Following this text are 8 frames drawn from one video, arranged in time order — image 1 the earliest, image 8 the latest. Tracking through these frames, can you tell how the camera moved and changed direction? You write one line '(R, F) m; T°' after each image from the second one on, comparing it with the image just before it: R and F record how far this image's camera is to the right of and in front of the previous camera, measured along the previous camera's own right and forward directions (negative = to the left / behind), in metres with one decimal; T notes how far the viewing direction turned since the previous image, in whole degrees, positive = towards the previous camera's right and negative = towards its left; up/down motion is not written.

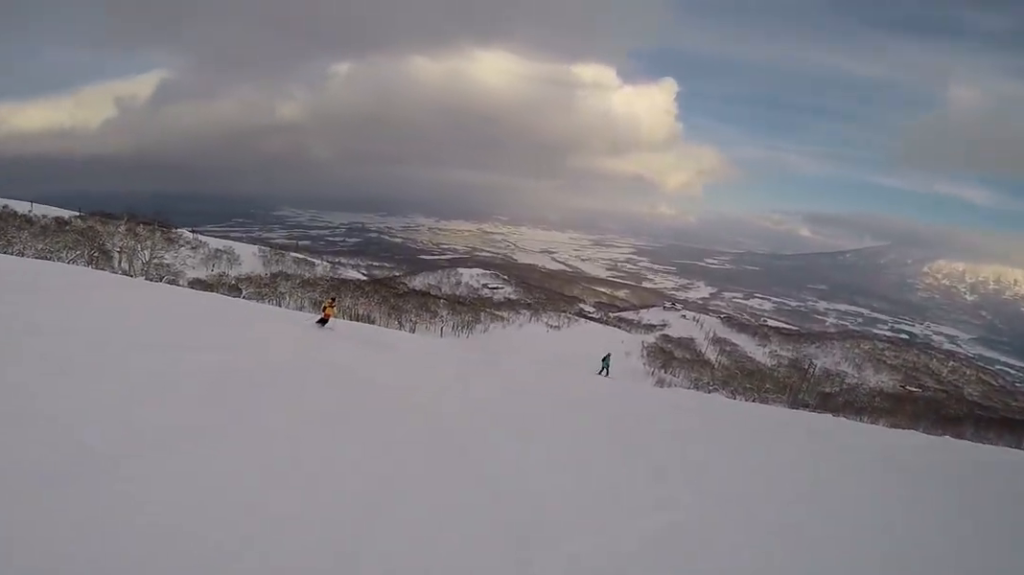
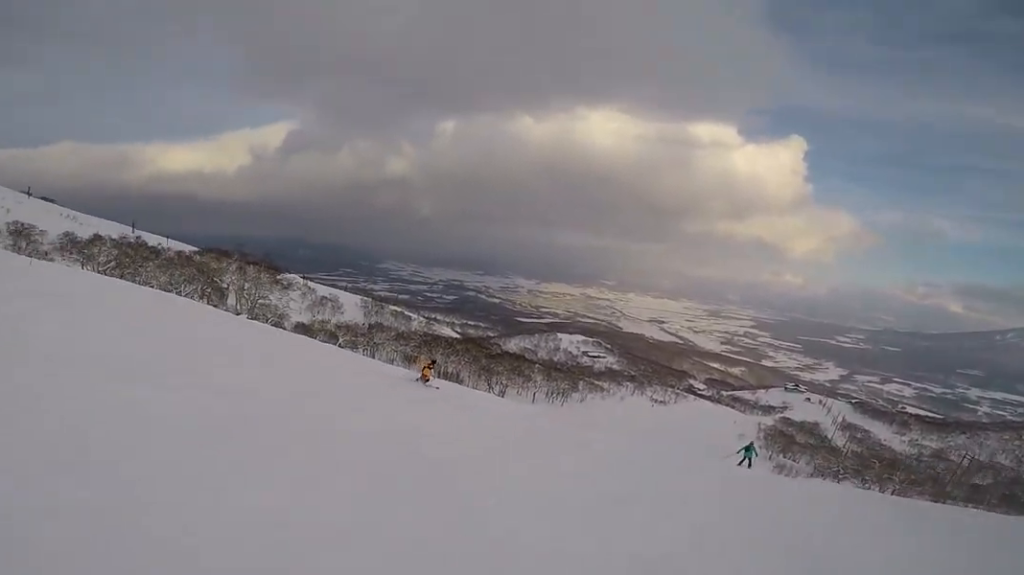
(-0.2, +2.3) m; -13°
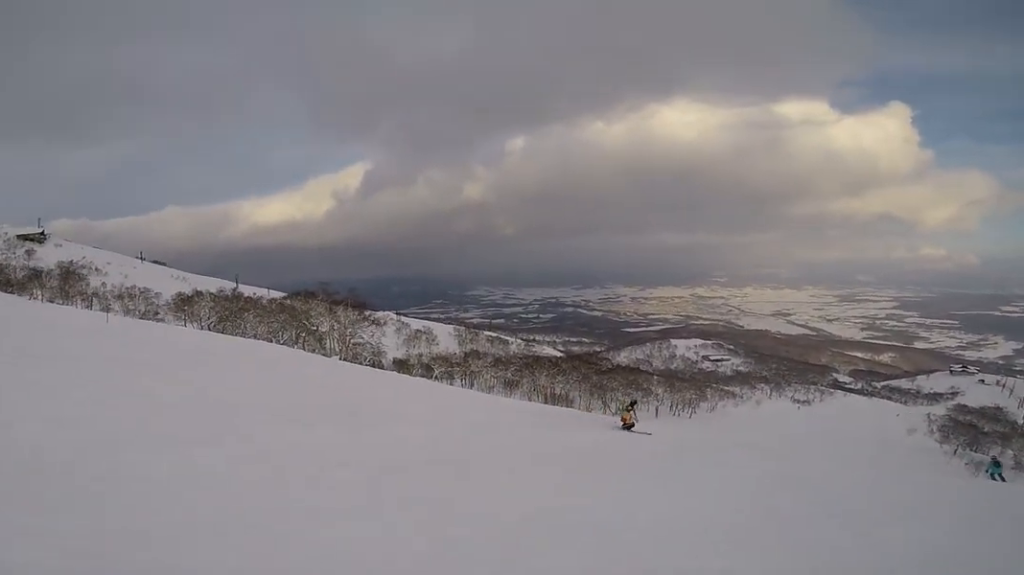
(-0.8, +4.1) m; -19°
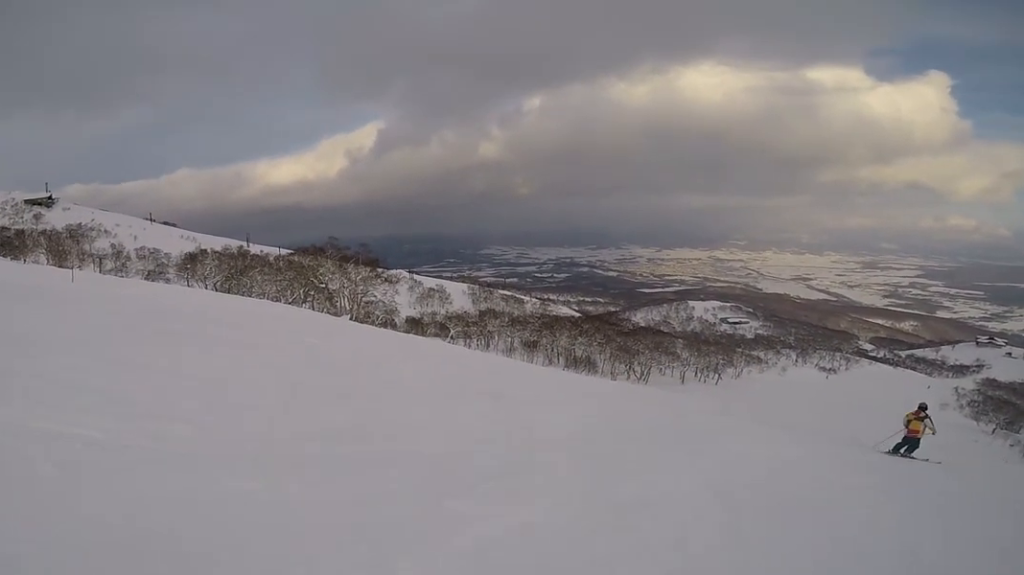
(-0.8, +5.1) m; 0°
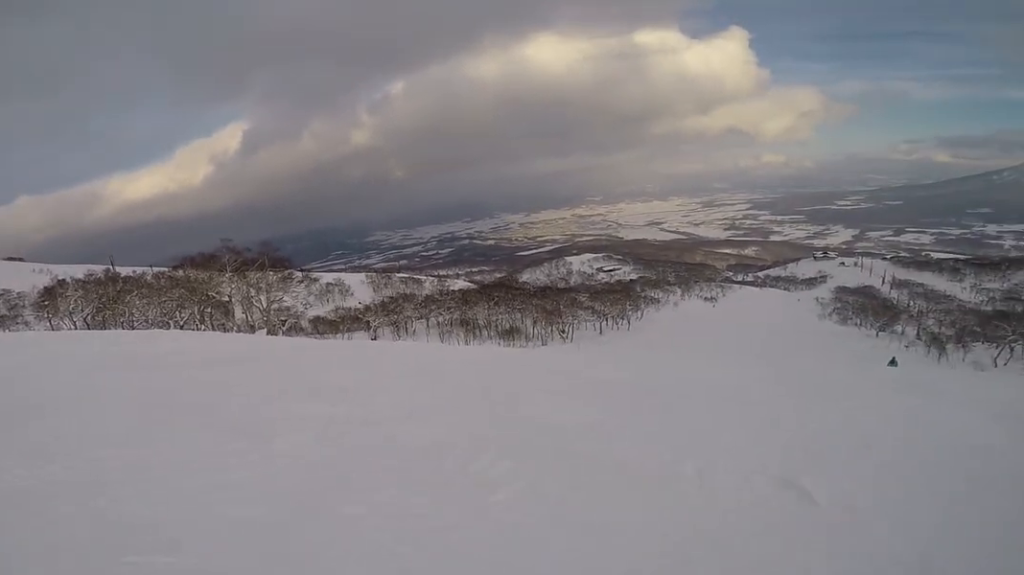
(+1.1, +8.3) m; +22°
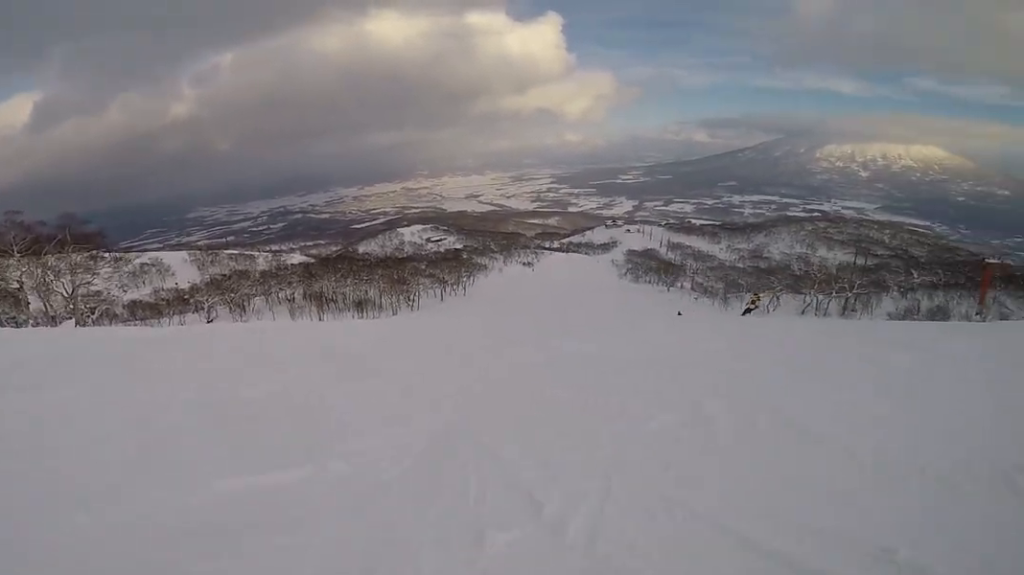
(+1.4, +4.4) m; +50°
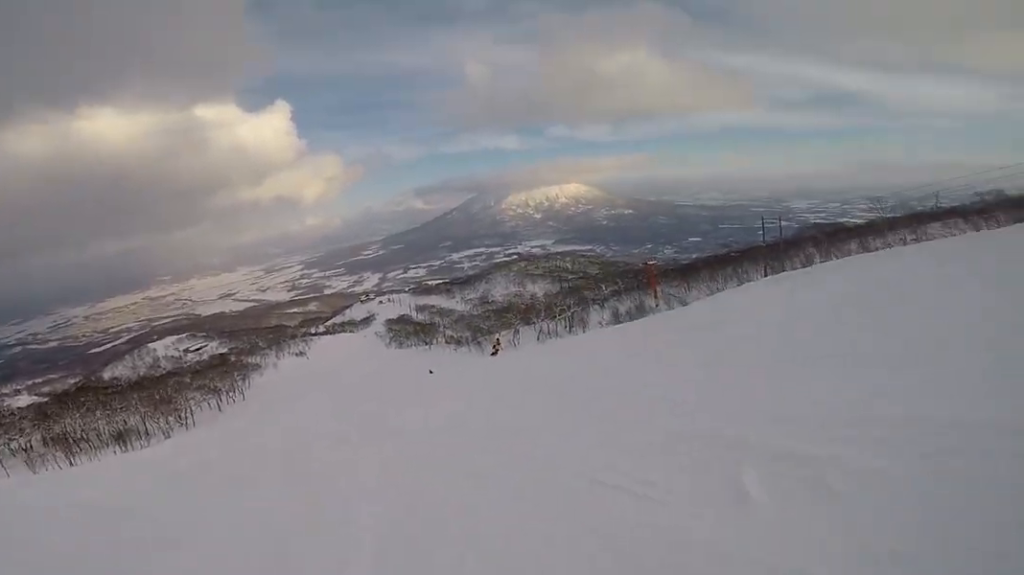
(+1.4, +2.4) m; +30°
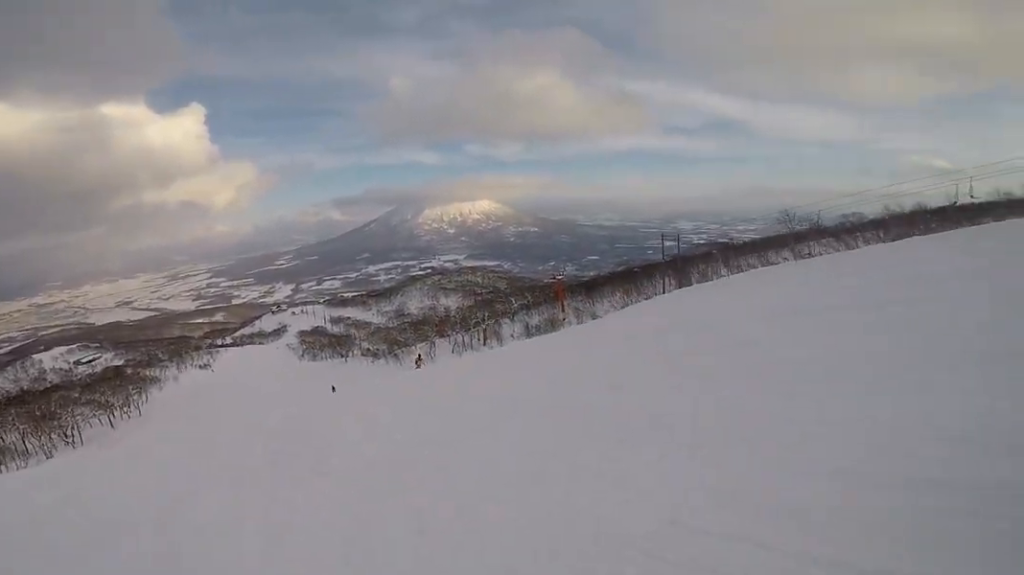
(+0.3, +1.9) m; +18°
